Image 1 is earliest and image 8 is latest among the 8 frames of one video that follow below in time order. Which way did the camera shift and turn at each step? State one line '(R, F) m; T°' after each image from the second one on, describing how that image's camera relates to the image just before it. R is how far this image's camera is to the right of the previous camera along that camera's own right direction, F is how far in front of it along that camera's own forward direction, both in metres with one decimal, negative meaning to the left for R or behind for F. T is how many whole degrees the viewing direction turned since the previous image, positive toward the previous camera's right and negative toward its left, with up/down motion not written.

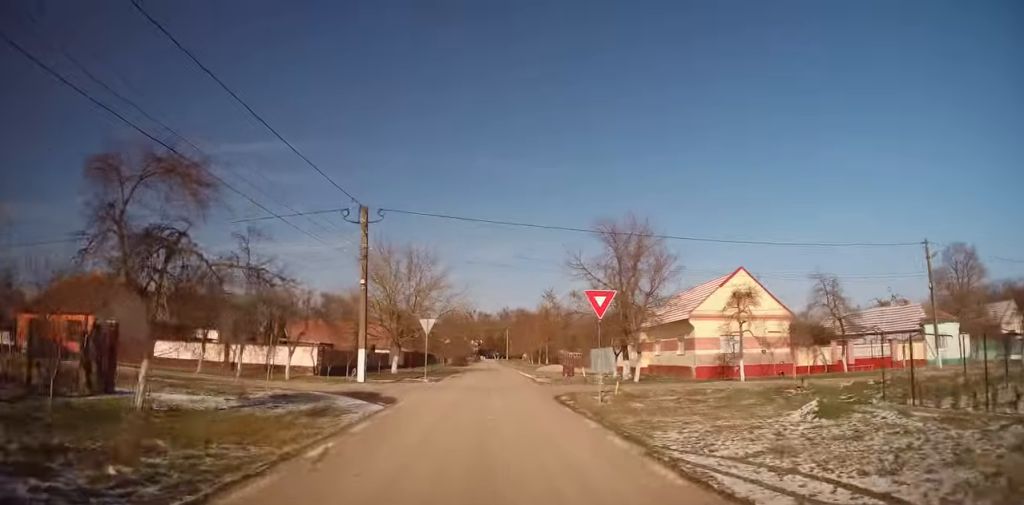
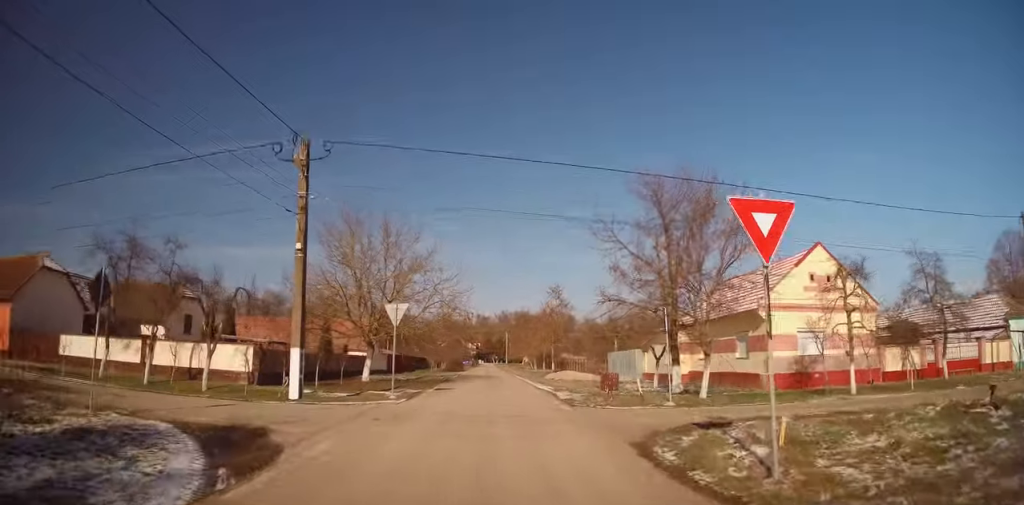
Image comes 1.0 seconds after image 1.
(0.0, +8.6) m; 0°
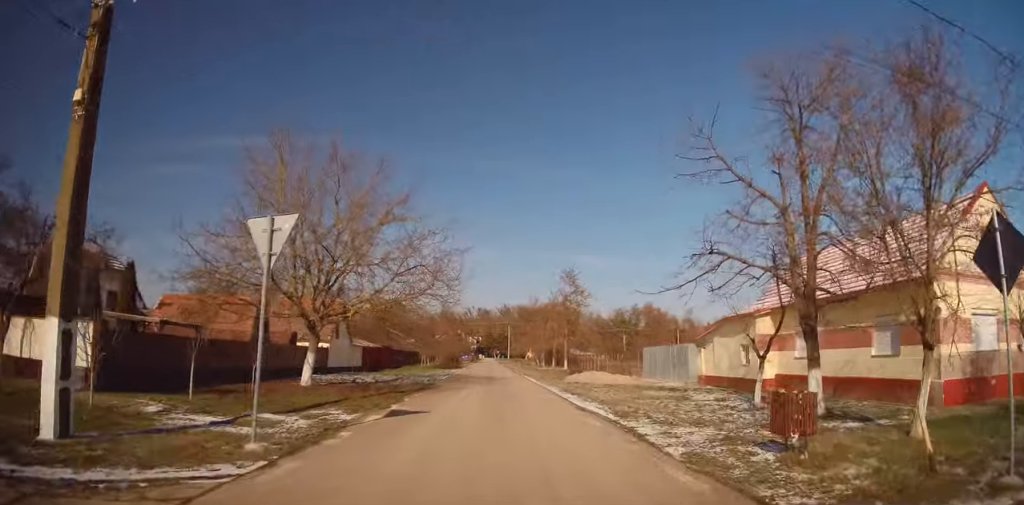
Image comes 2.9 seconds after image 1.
(+0.1, +12.6) m; +3°
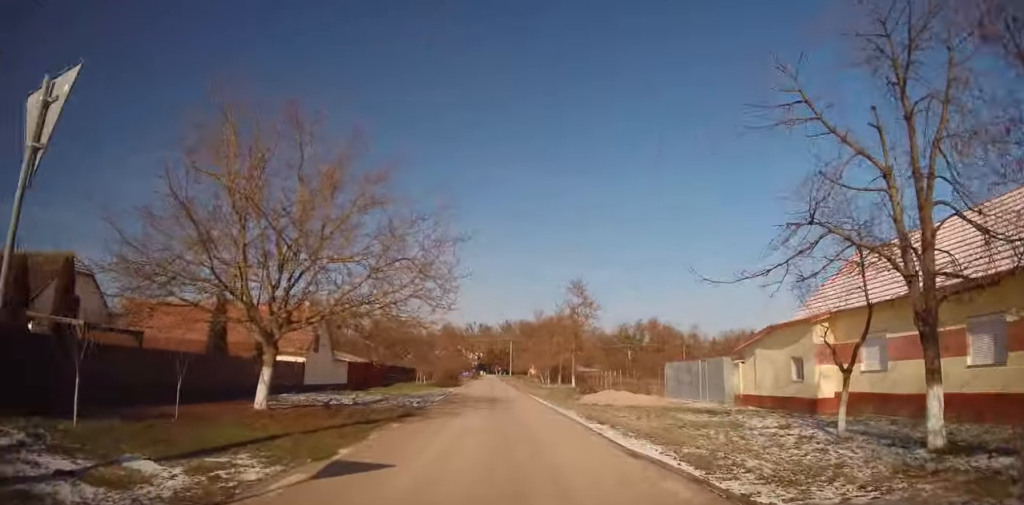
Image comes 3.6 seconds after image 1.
(+0.3, +4.7) m; 0°
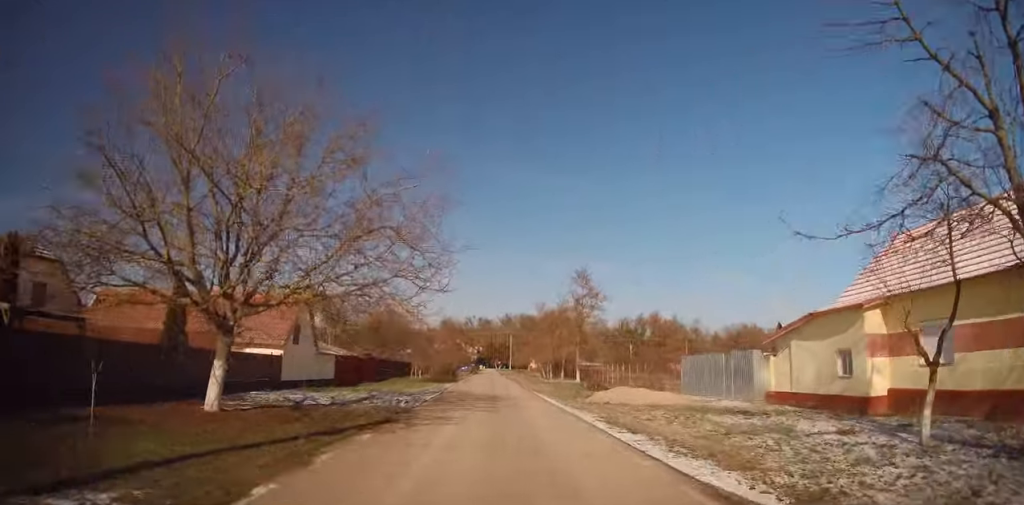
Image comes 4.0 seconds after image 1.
(-0.1, +3.0) m; -1°
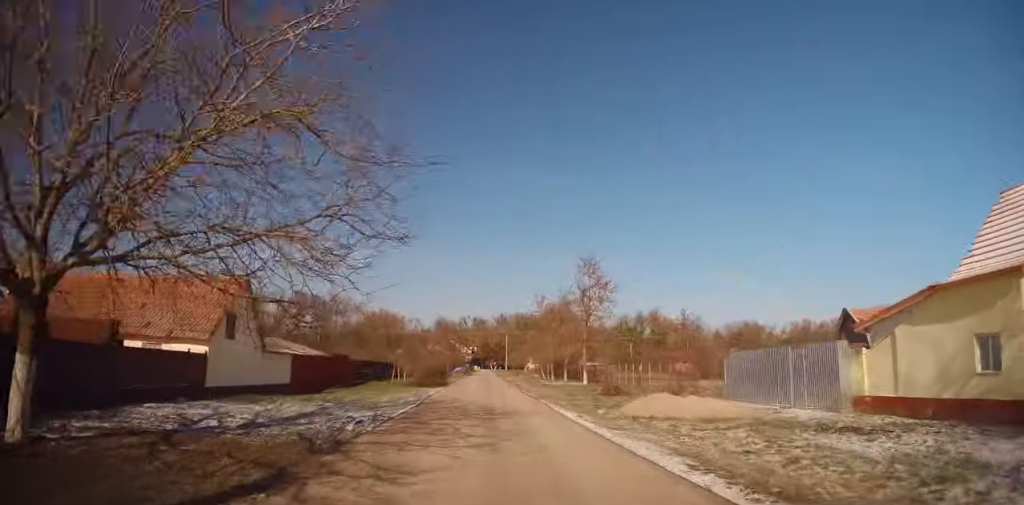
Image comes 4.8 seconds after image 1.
(-0.2, +5.6) m; -2°
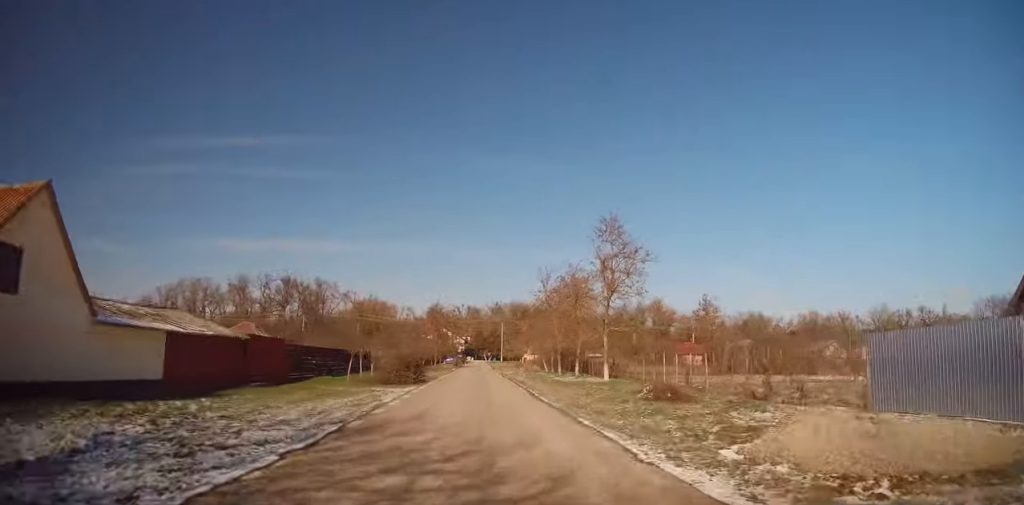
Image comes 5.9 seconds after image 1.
(+0.1, +9.1) m; +2°
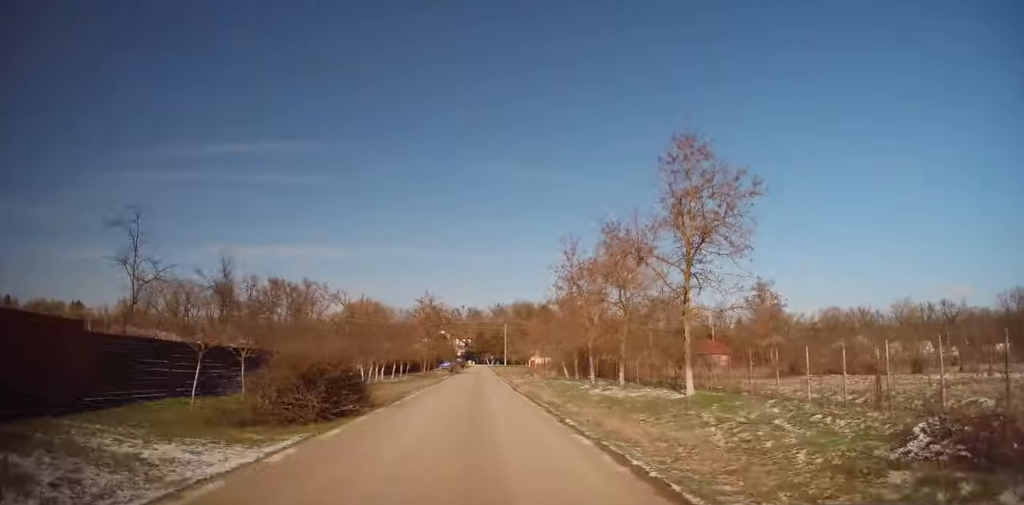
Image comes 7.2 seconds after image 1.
(0.0, +13.6) m; 0°
